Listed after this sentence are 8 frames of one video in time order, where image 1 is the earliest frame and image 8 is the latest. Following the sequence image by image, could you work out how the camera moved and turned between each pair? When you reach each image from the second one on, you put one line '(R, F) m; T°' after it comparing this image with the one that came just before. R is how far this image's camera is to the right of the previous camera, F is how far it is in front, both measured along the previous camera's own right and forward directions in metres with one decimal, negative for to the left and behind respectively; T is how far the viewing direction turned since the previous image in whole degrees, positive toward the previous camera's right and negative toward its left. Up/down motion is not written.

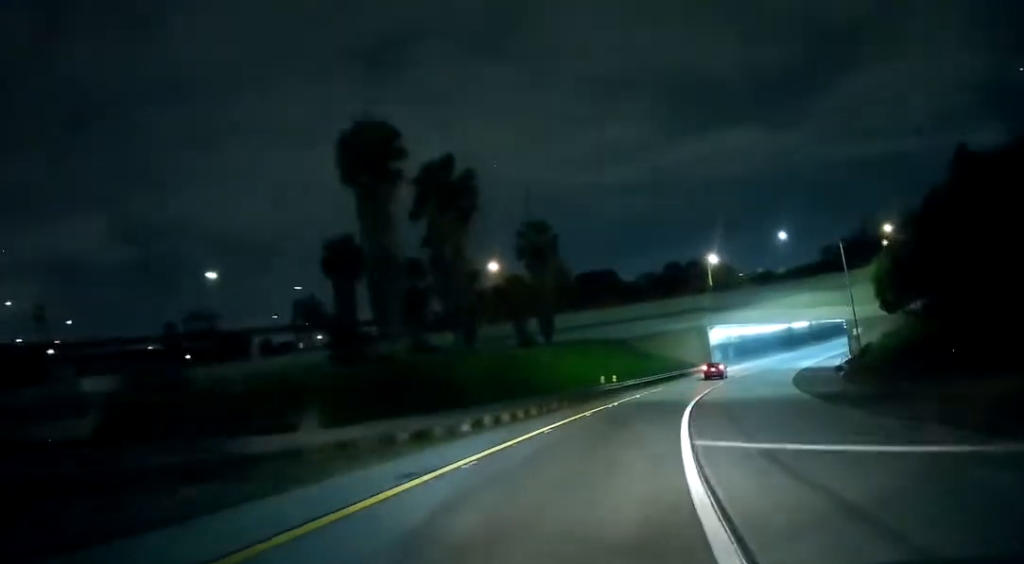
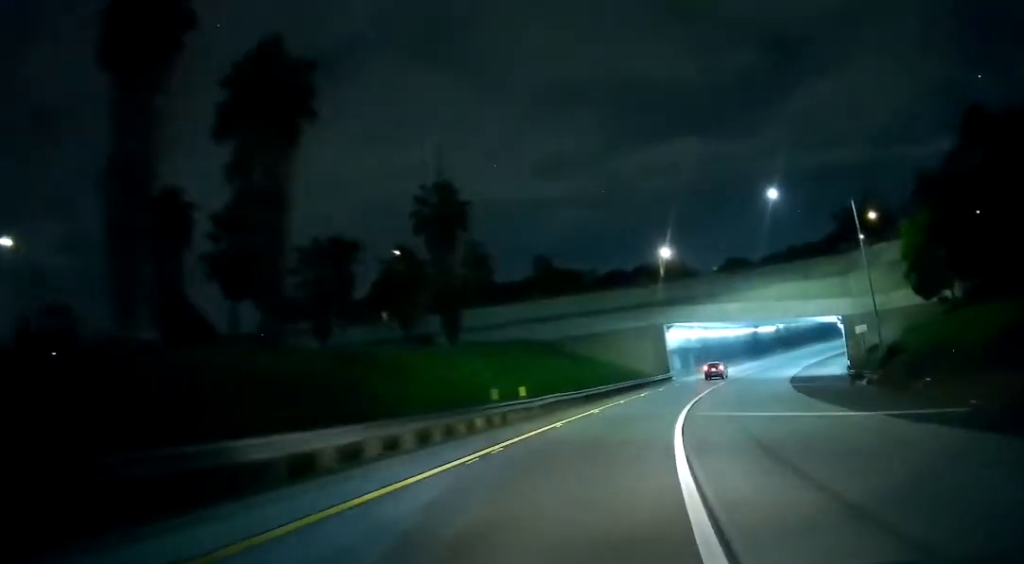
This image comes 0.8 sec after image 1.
(+1.0, +19.0) m; +5°
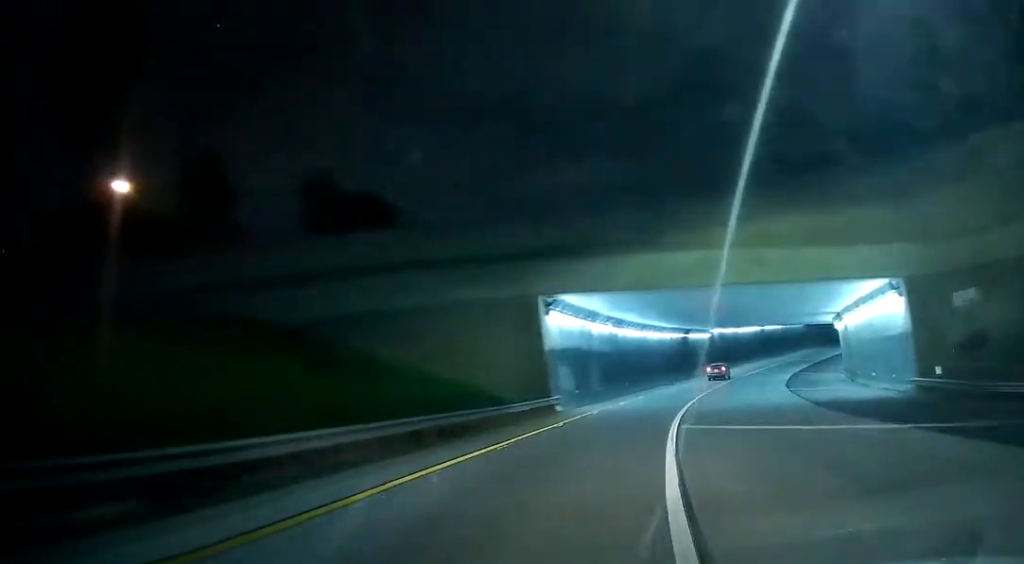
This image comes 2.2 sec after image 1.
(+2.6, +36.0) m; +7°
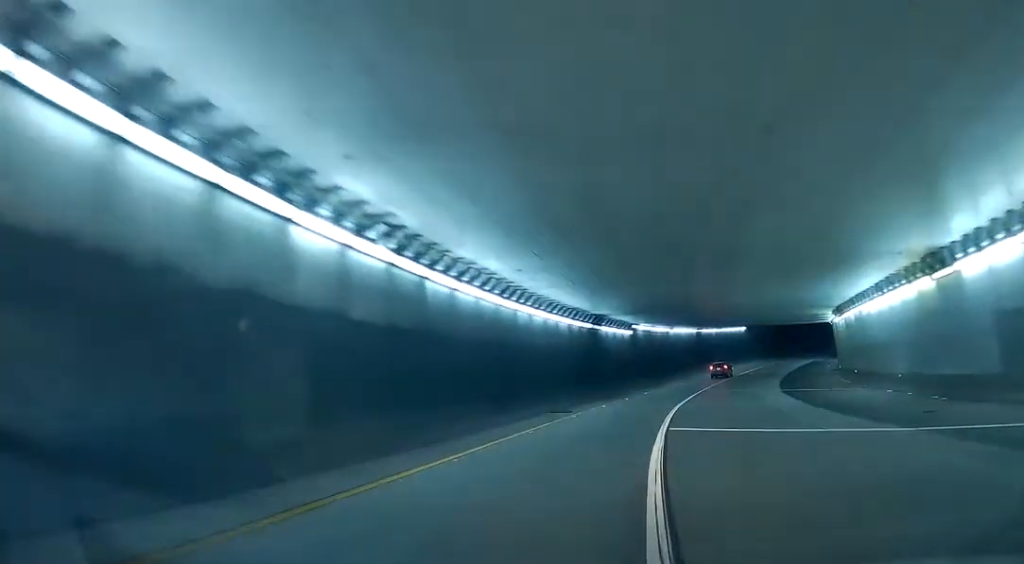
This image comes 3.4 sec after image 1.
(+0.5, +31.7) m; +1°
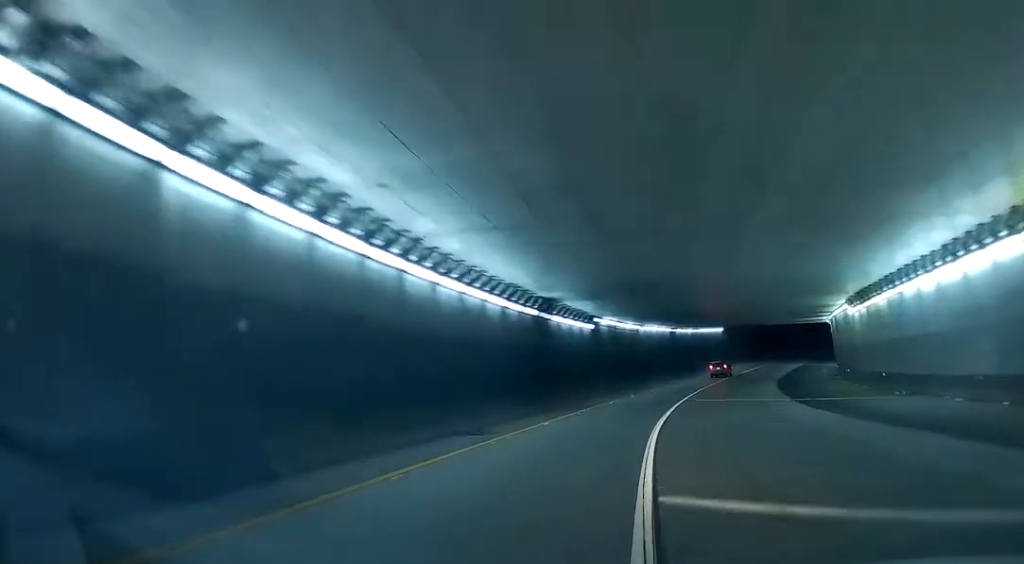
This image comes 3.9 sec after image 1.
(-0.2, +11.2) m; 0°
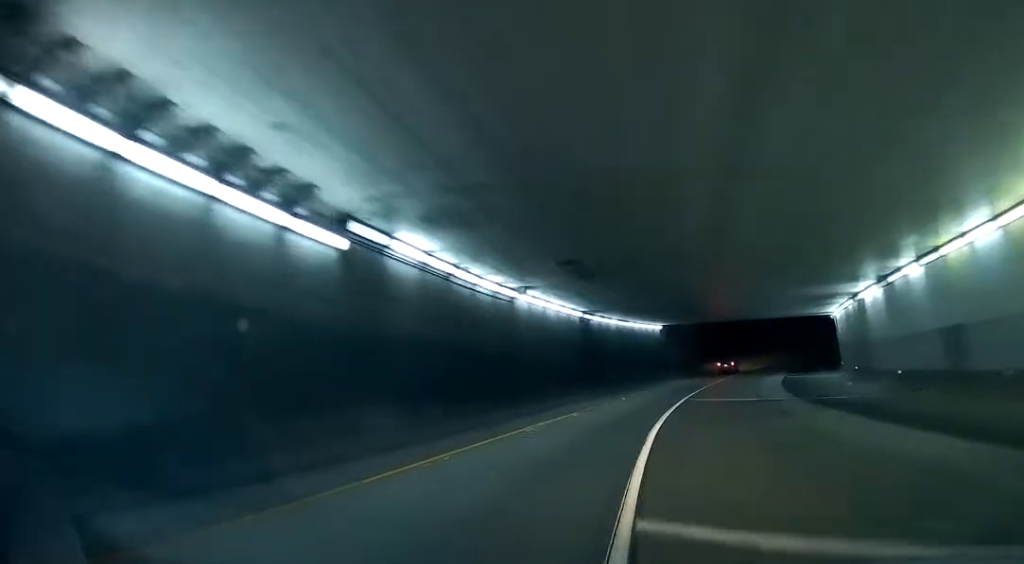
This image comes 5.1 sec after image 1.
(+0.7, +31.1) m; +7°
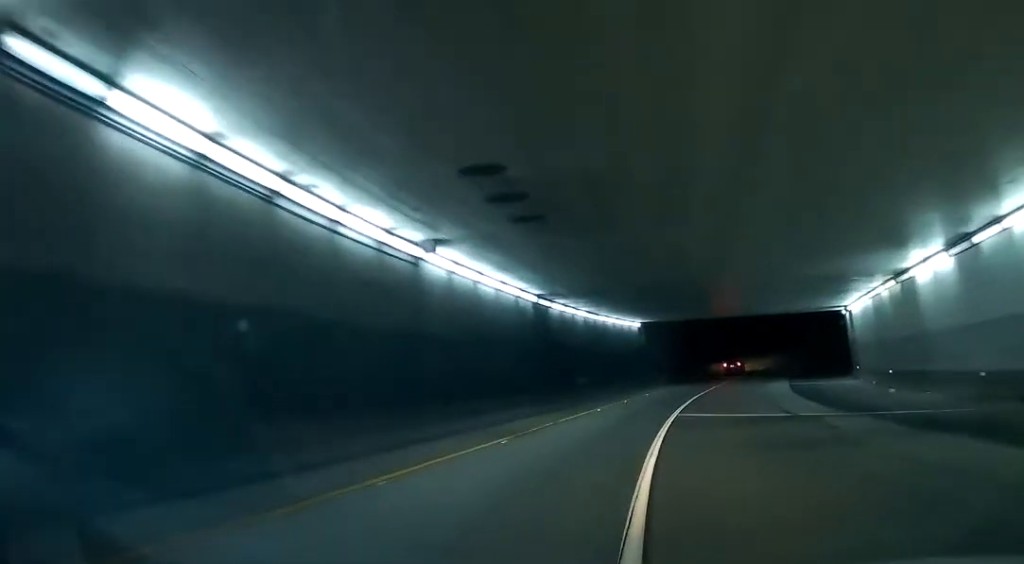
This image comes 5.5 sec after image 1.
(+1.0, +11.5) m; +2°
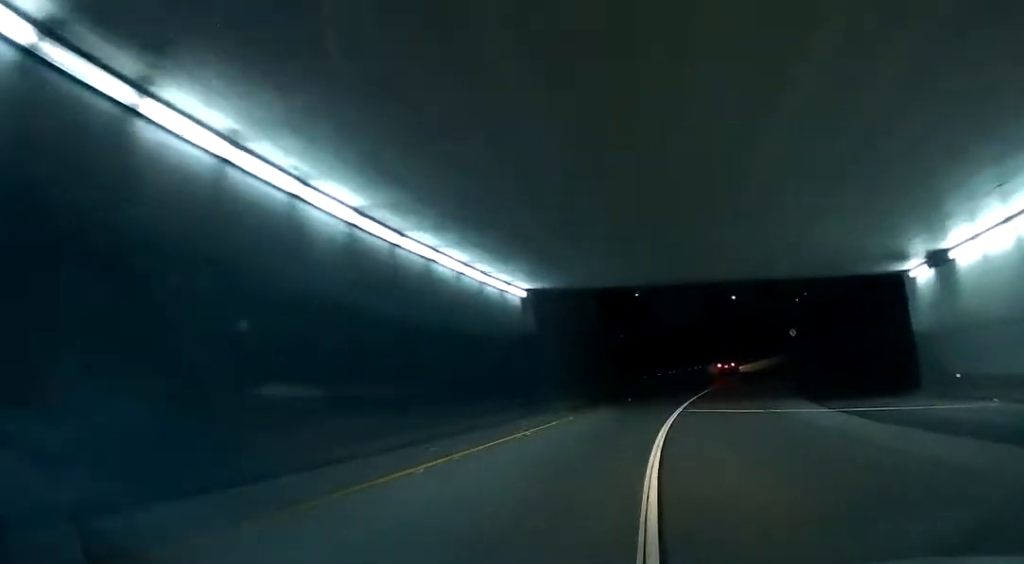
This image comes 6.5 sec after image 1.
(+1.3, +27.5) m; +5°
